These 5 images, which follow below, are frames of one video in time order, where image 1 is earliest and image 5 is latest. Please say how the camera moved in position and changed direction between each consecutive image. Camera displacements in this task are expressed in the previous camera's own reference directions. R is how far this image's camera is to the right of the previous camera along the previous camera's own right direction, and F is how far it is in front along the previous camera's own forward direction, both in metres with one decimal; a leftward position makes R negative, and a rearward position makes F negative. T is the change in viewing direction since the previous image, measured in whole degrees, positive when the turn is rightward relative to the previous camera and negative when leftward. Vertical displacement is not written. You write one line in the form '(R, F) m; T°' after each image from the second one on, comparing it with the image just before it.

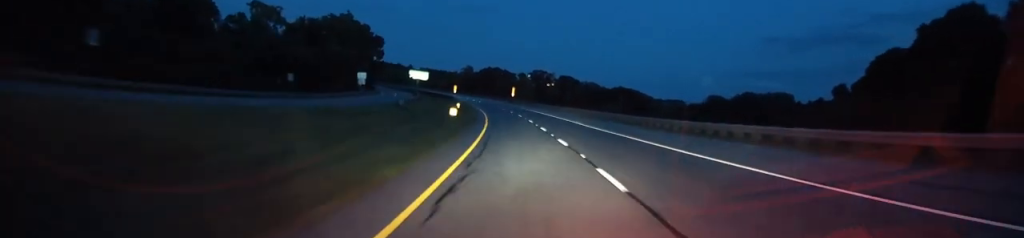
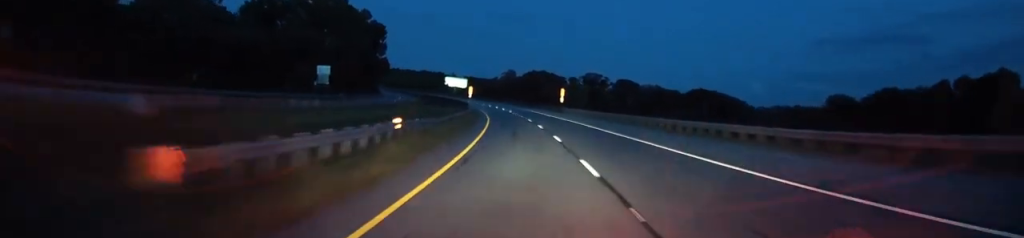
(-1.6, +47.0) m; -5°
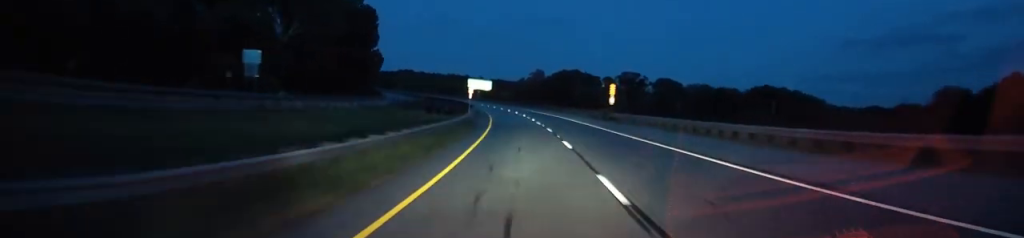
(-0.8, +27.5) m; -3°
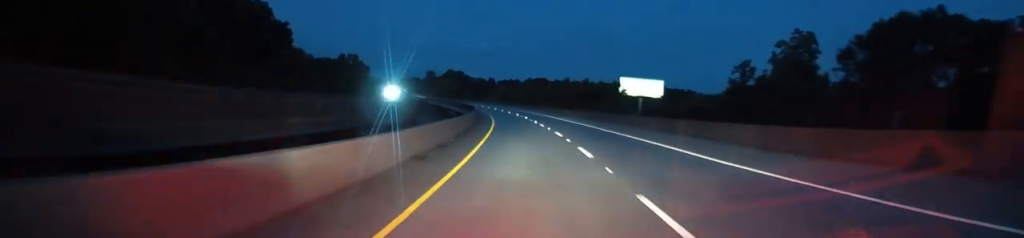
(-22.1, +154.3) m; -16°
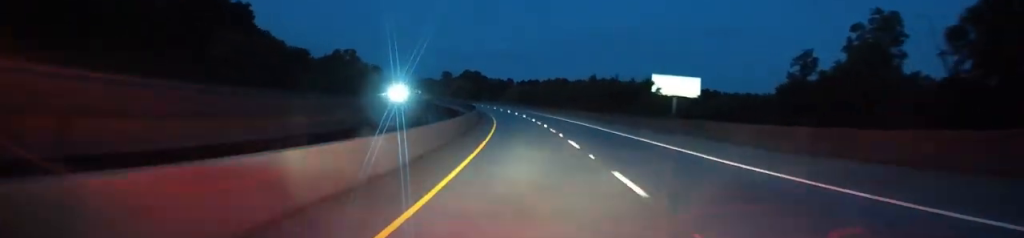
(-0.3, +20.3) m; -2°
